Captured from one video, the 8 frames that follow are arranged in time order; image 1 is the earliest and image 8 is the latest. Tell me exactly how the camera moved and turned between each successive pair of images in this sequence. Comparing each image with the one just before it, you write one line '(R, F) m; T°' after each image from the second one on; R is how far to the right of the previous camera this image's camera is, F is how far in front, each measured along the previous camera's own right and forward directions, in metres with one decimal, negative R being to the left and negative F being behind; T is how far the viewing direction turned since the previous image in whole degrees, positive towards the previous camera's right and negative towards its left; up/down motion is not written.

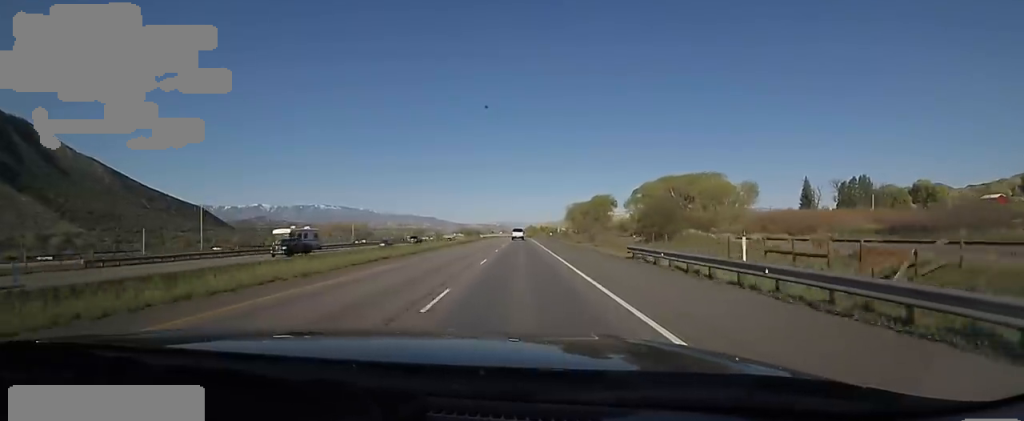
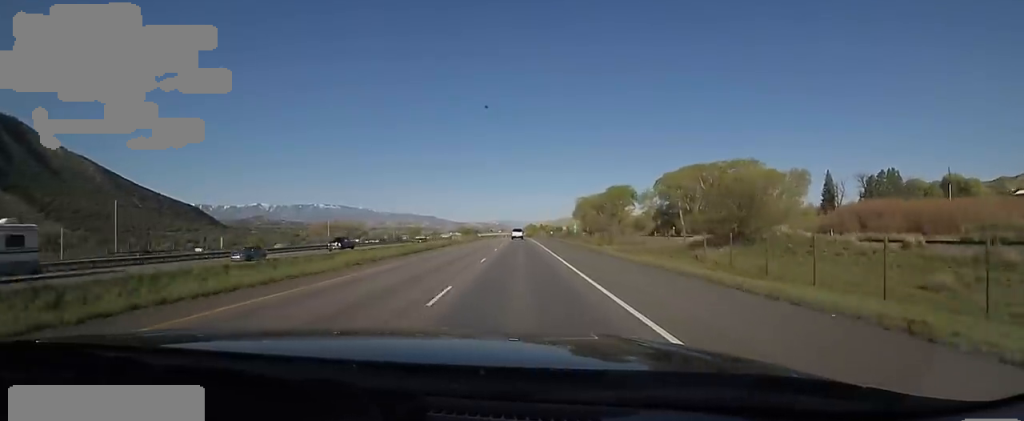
(+0.1, +23.5) m; -1°
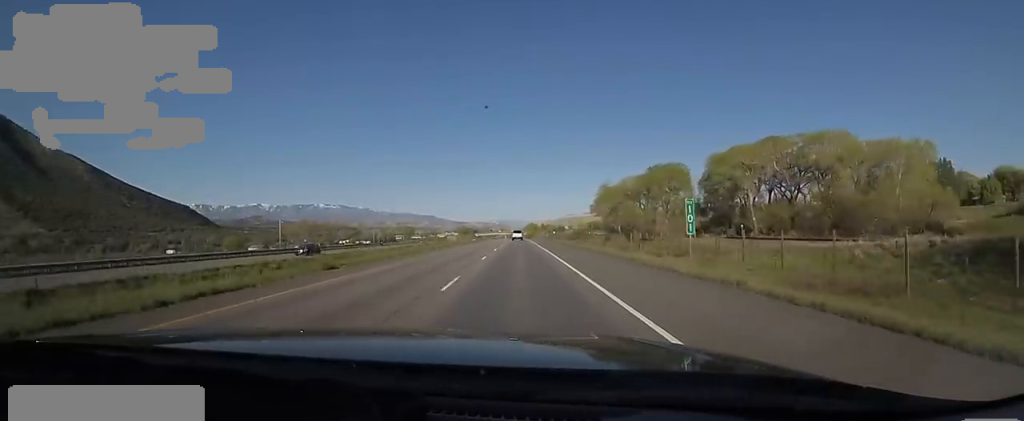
(-0.7, +34.5) m; -2°
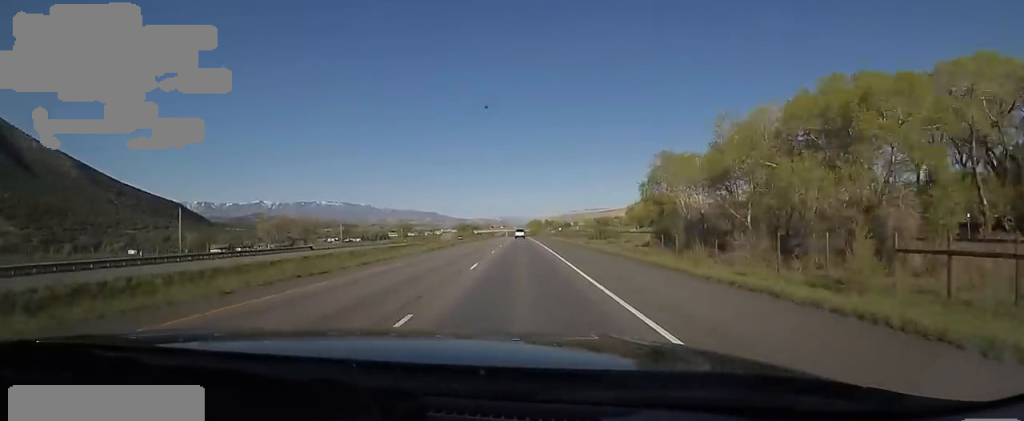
(+0.1, +42.4) m; 0°
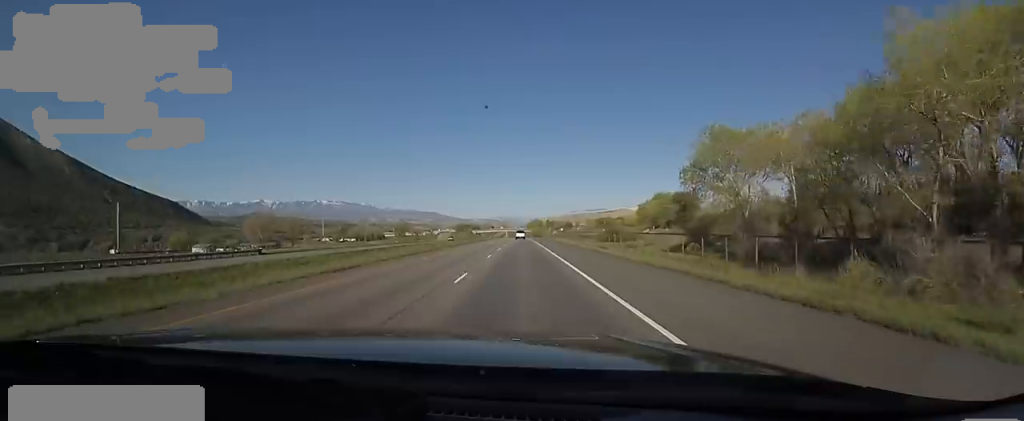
(0.0, +16.4) m; 0°
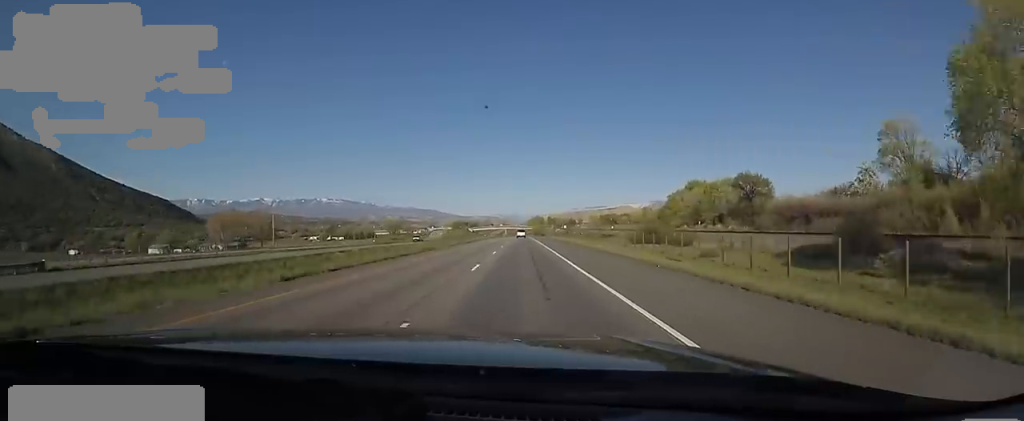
(-0.6, +33.0) m; +1°
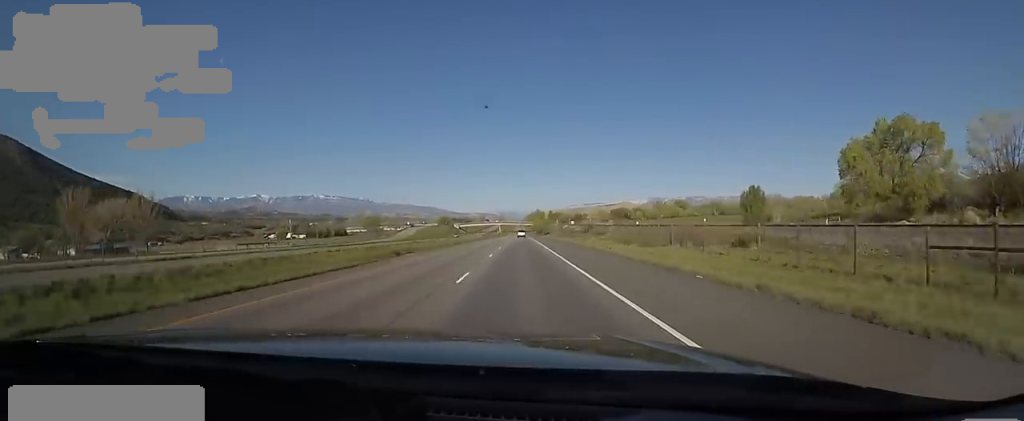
(+1.1, +76.4) m; 0°
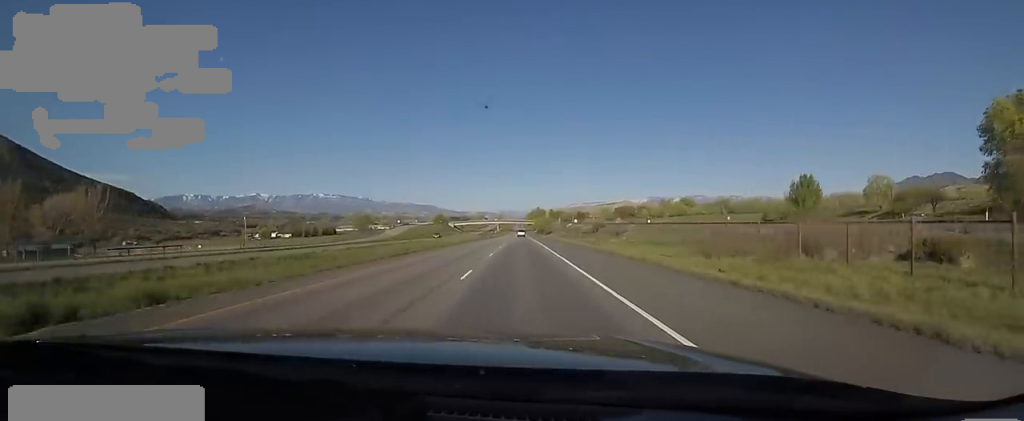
(-0.3, +23.4) m; 0°
